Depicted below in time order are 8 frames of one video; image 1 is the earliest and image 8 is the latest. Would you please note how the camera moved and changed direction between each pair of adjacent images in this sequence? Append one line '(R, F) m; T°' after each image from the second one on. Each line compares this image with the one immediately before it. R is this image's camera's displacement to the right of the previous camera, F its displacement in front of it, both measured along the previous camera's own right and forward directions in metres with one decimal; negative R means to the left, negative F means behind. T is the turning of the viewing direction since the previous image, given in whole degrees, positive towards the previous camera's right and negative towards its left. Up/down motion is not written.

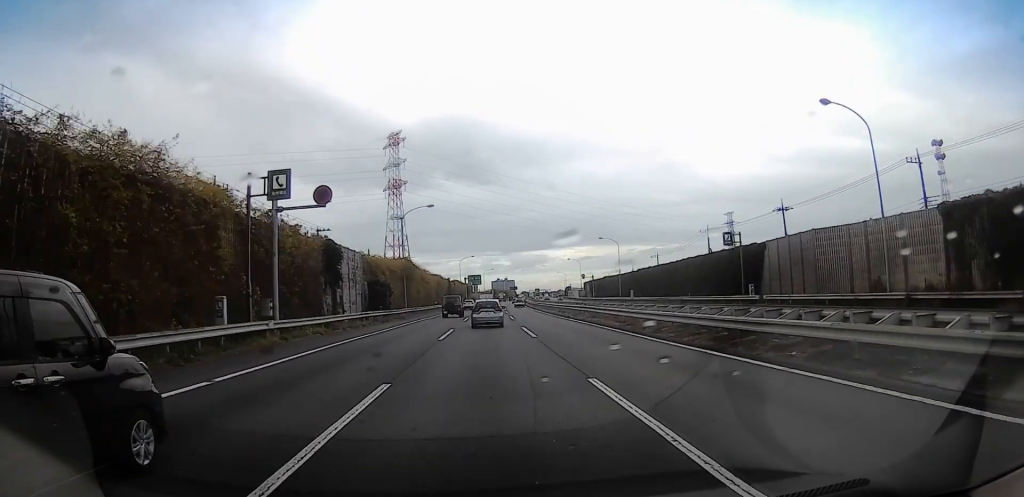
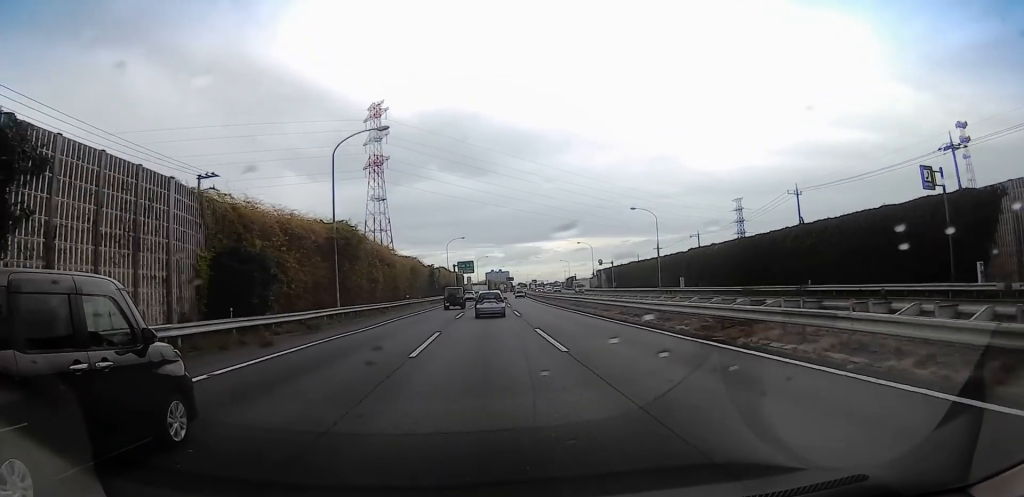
(+0.3, +26.4) m; +1°
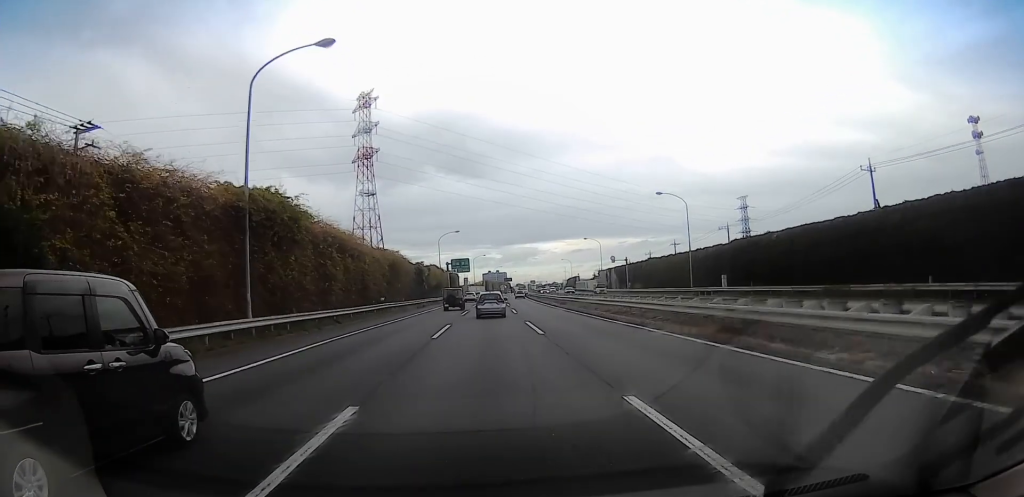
(0.0, +12.8) m; +1°
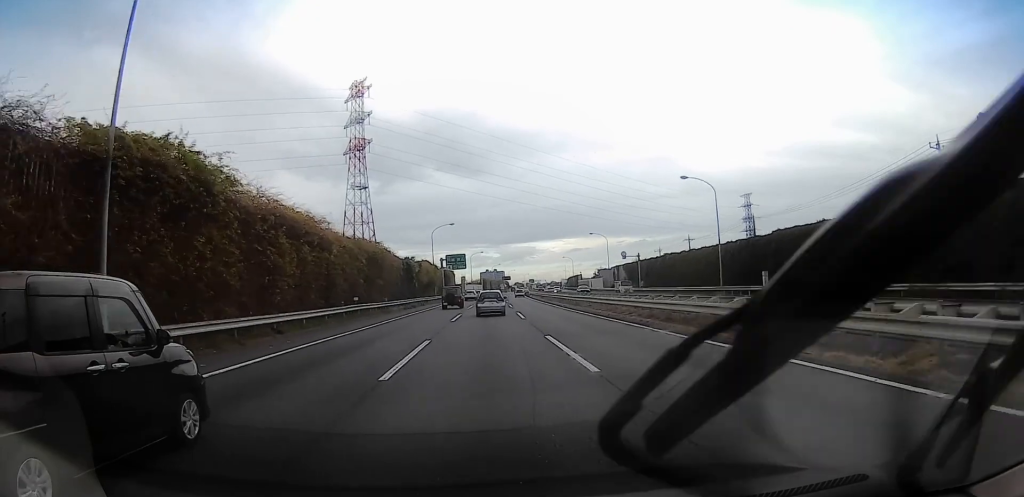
(-0.1, +9.7) m; +2°
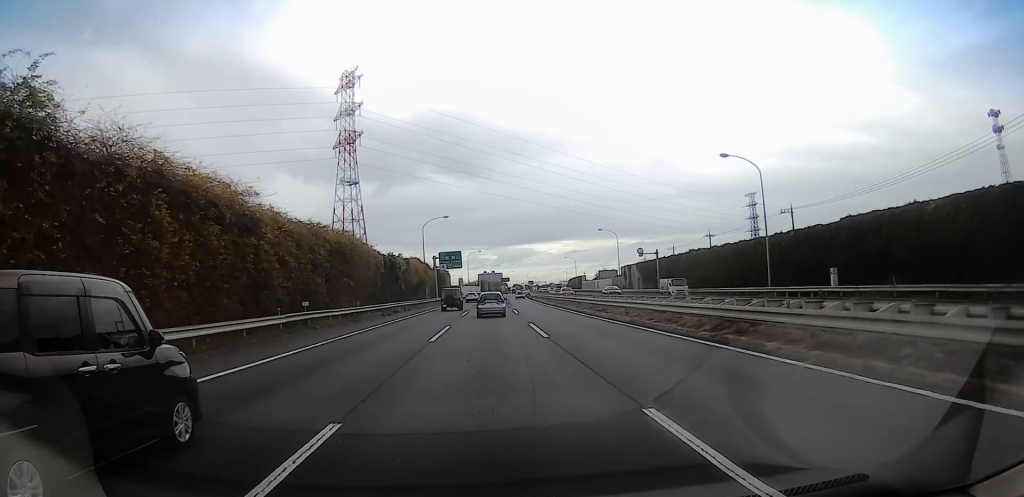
(+0.3, +10.6) m; 0°
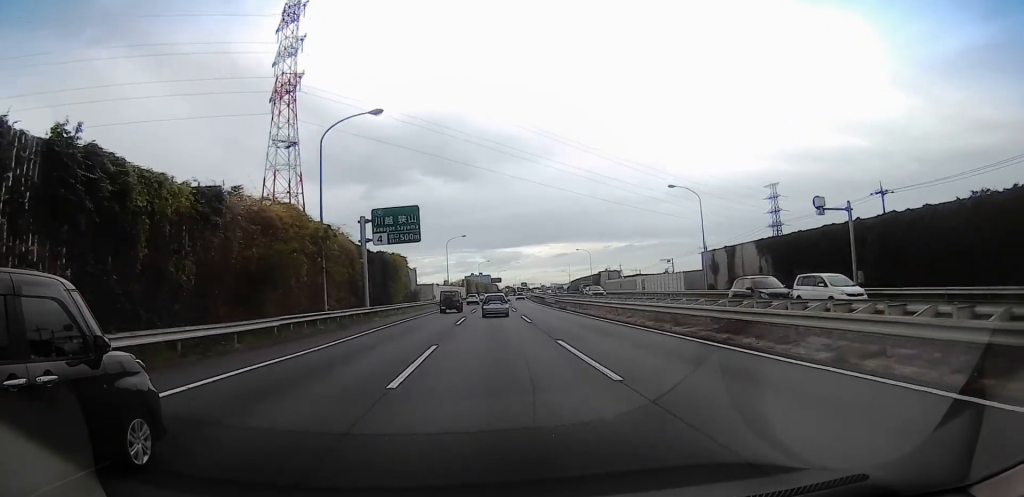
(+0.3, +48.4) m; -2°
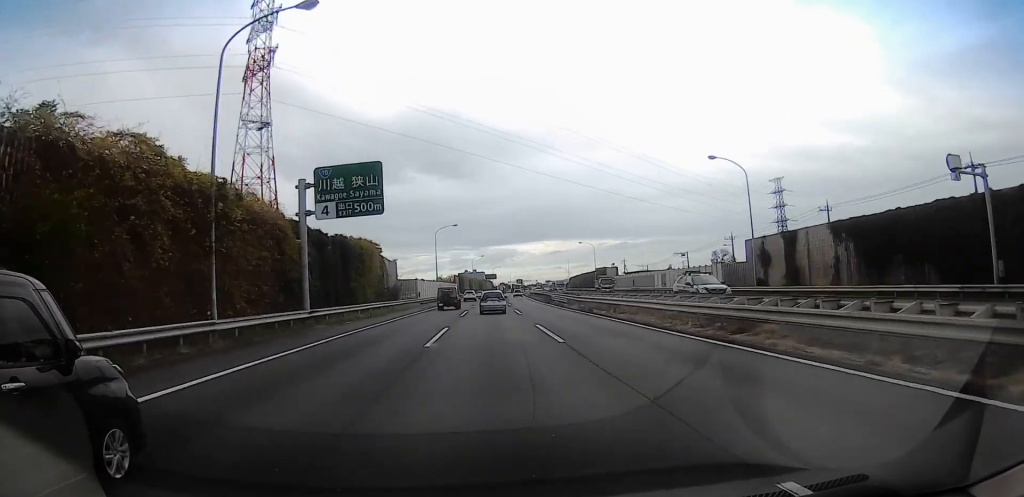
(-0.4, +13.9) m; -1°
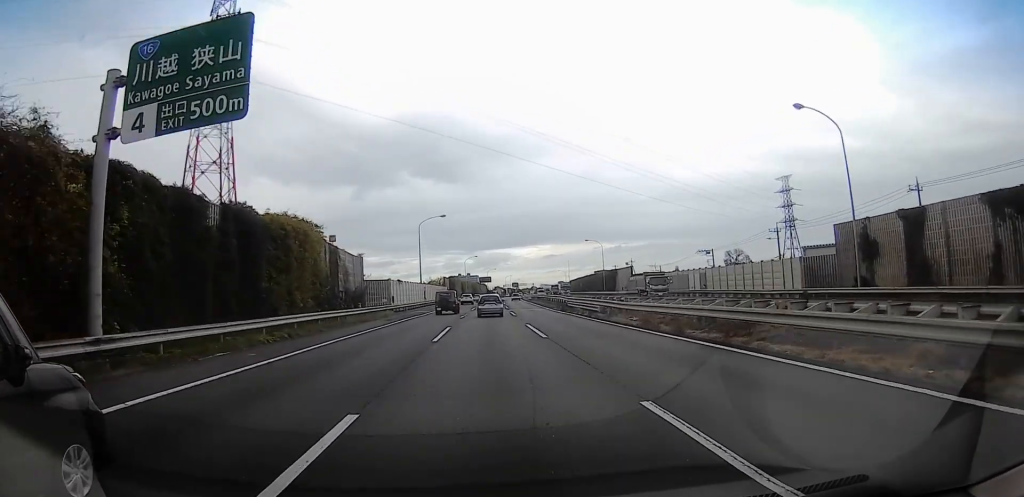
(-0.7, +16.8) m; +1°
